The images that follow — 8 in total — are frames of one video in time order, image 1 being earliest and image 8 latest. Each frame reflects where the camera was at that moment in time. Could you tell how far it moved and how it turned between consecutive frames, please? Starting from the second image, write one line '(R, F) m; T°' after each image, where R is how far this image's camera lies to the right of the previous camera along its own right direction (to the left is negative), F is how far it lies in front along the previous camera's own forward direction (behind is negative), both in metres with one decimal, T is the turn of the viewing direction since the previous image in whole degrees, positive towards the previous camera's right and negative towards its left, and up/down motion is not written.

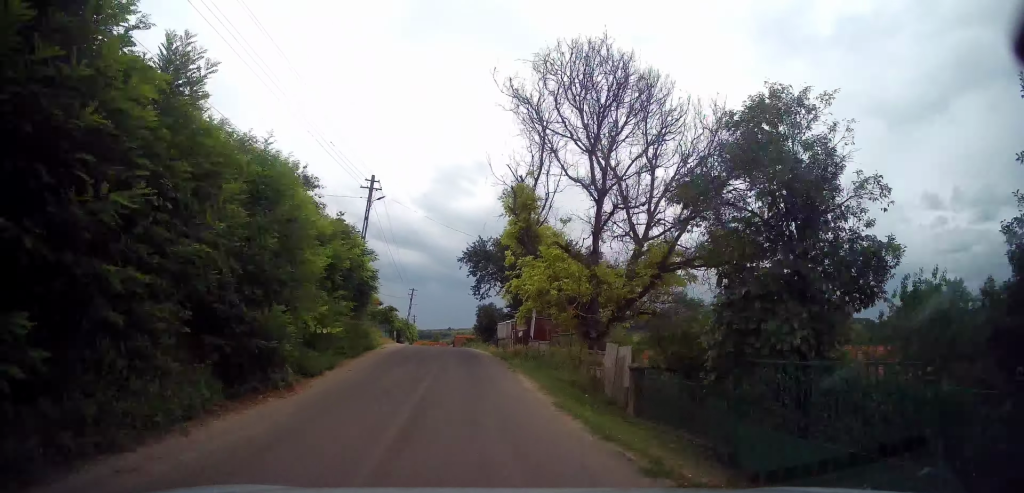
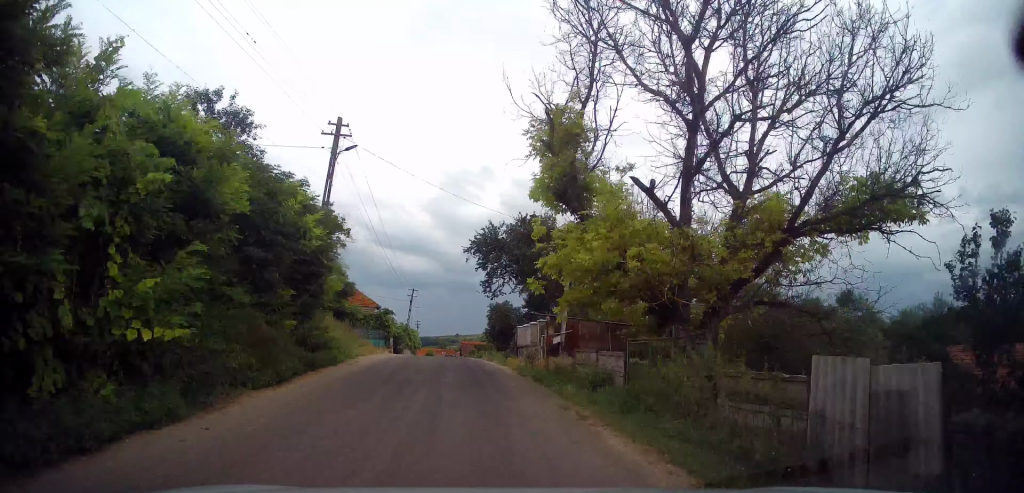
(+0.1, +8.4) m; 0°
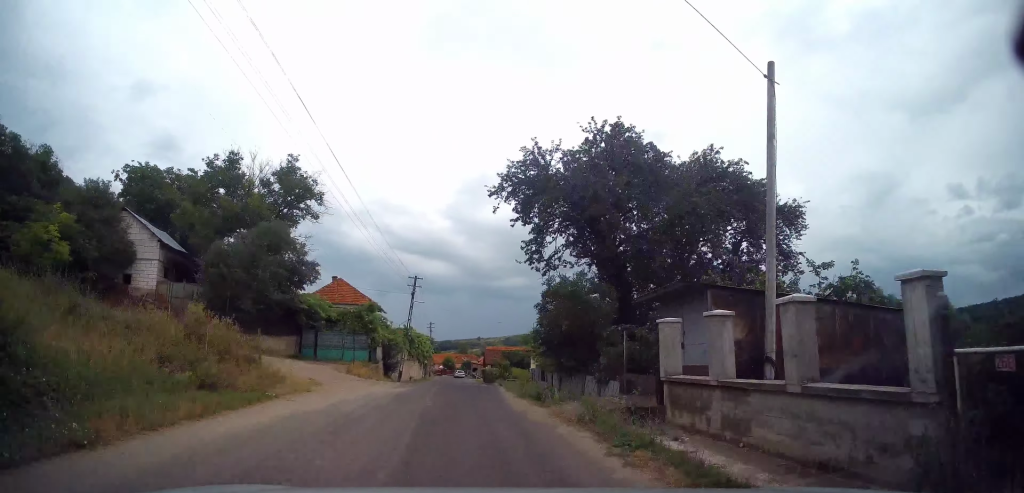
(-0.5, +17.2) m; -3°
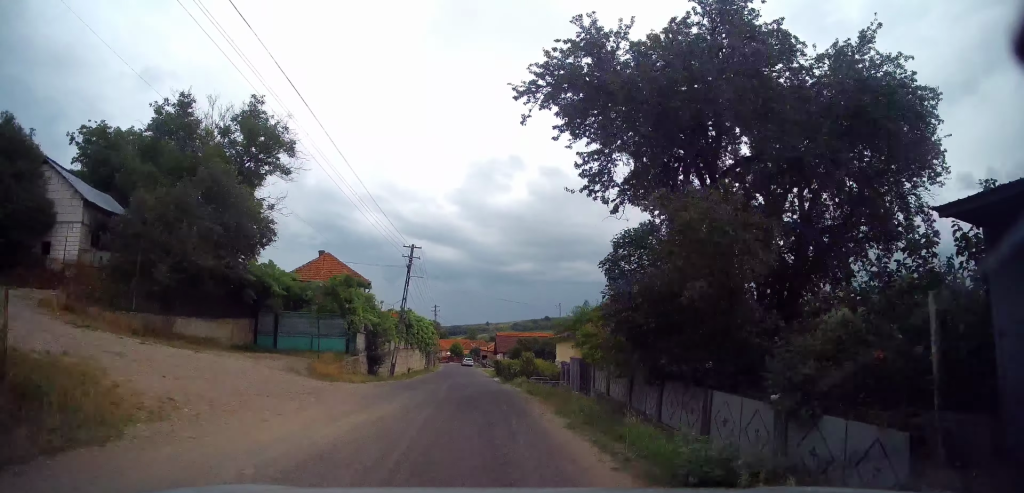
(-0.2, +8.5) m; -1°
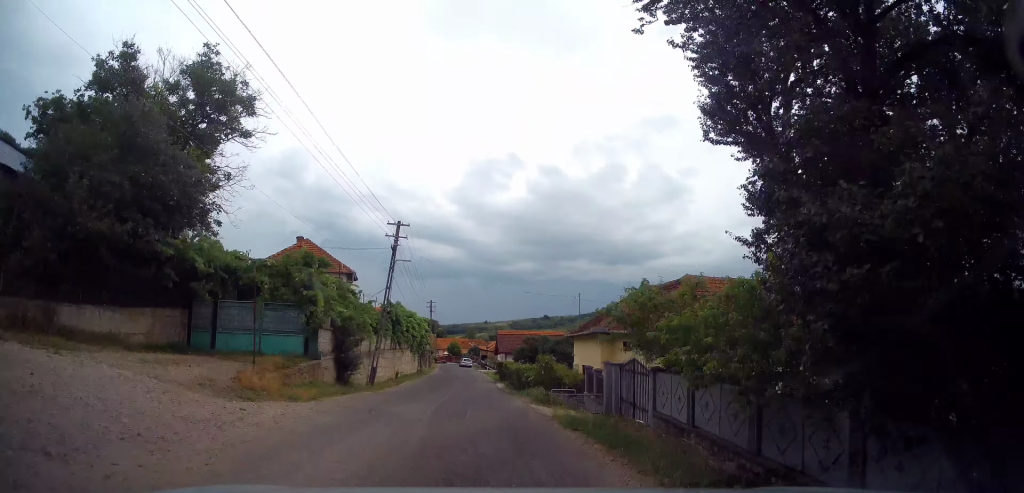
(+0.3, +6.3) m; 0°
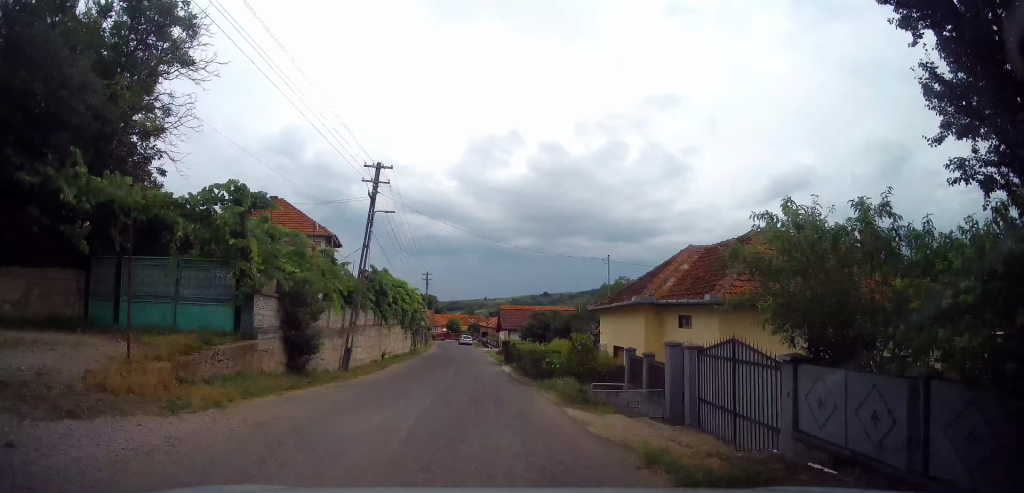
(+0.1, +5.9) m; 0°
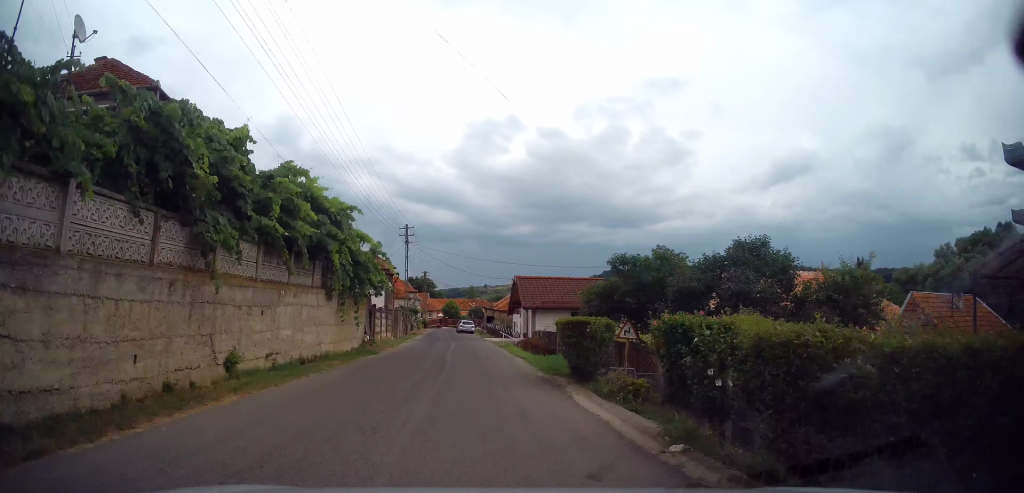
(-0.1, +19.8) m; 0°
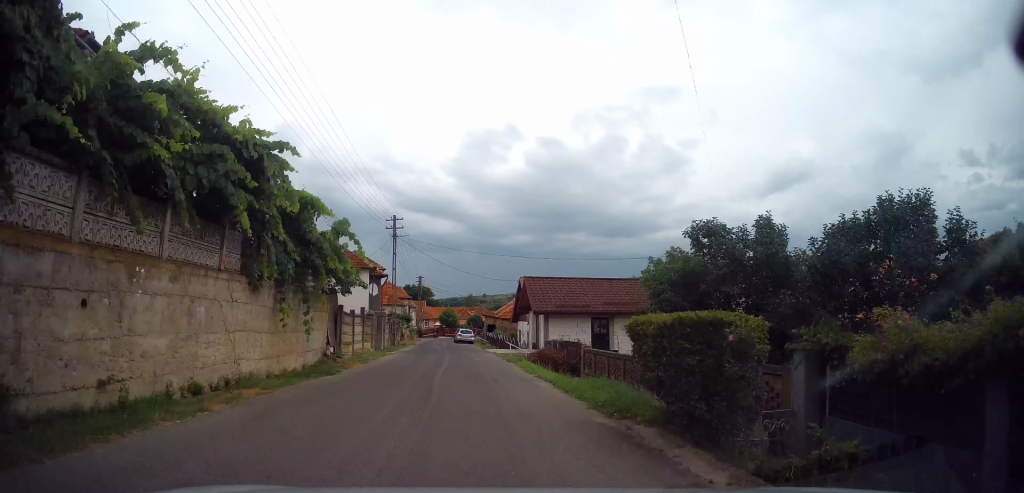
(+0.2, +6.1) m; 0°
